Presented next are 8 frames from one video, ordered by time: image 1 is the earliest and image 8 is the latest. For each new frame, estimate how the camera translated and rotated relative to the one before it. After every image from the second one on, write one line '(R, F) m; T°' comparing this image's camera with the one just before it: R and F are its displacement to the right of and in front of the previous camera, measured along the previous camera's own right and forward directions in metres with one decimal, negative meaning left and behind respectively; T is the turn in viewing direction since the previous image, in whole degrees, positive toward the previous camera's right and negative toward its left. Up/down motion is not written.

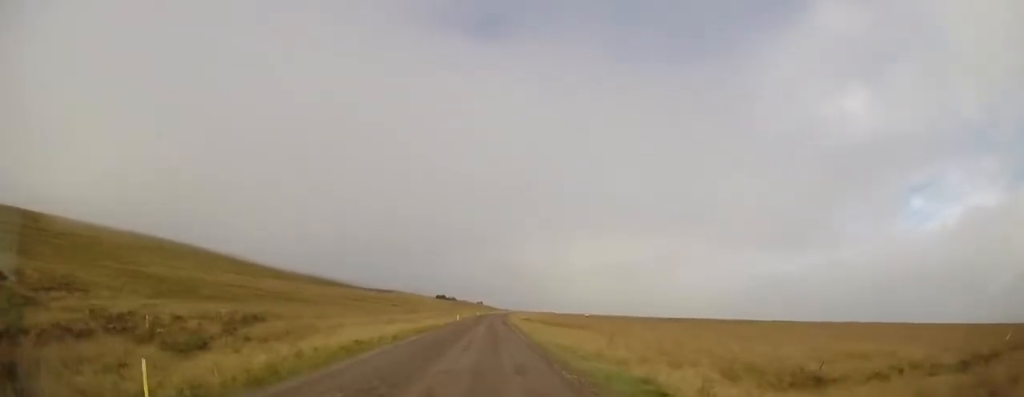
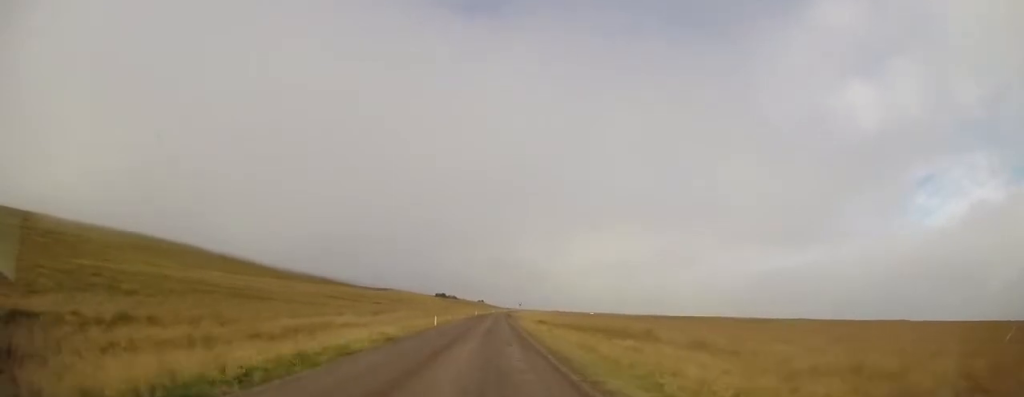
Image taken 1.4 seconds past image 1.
(+0.1, +21.3) m; 0°
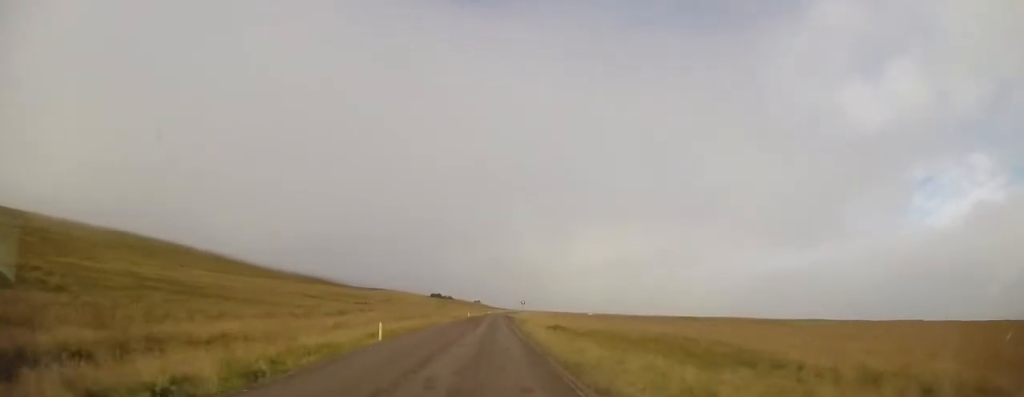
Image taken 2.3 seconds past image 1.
(+0.1, +14.2) m; 0°
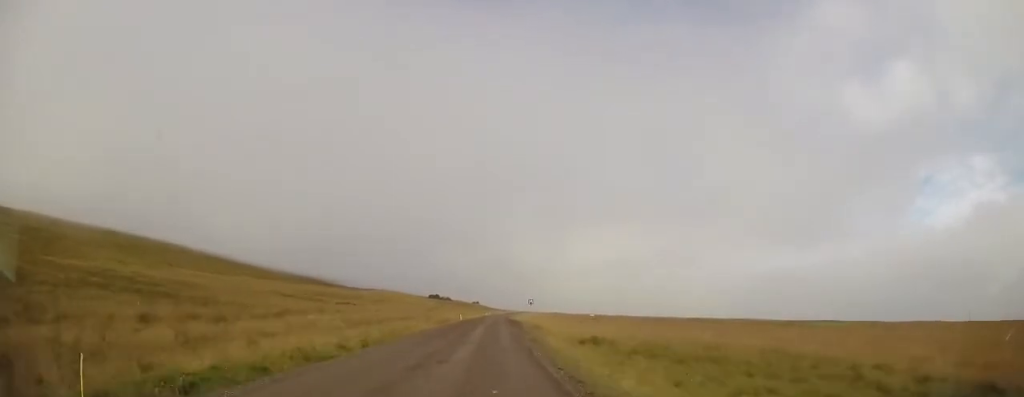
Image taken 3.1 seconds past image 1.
(-0.1, +13.2) m; 0°
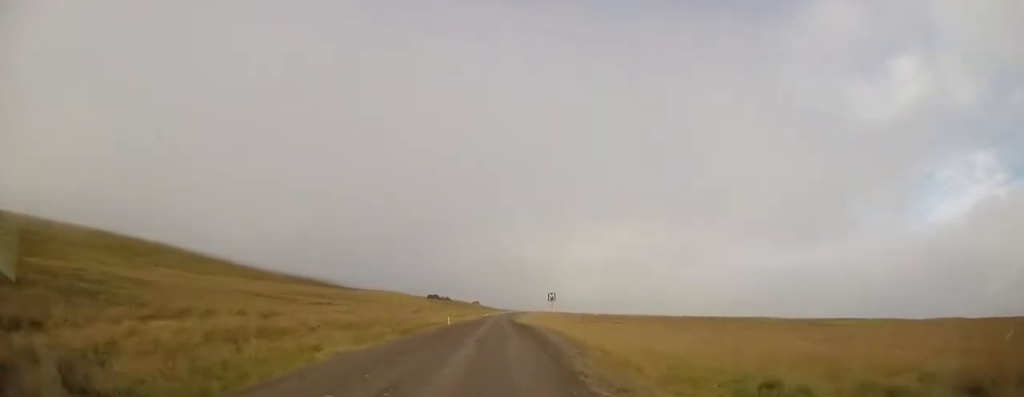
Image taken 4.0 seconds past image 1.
(+0.2, +14.7) m; +1°
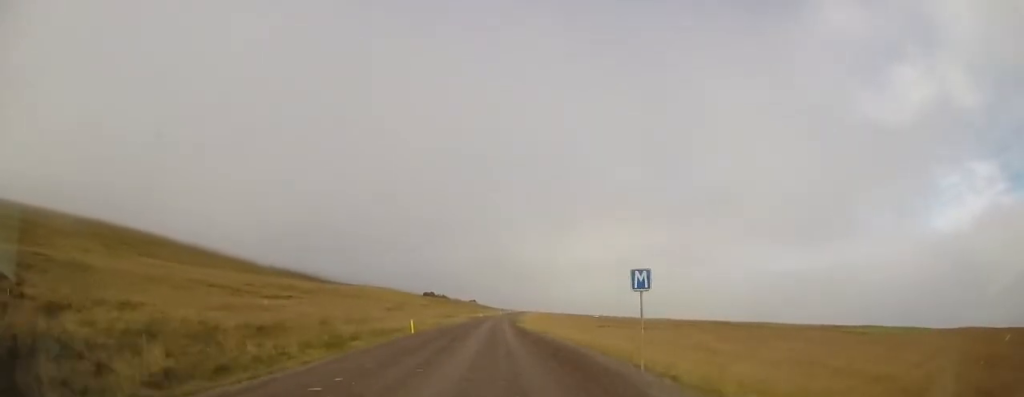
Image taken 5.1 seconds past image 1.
(0.0, +16.4) m; +1°
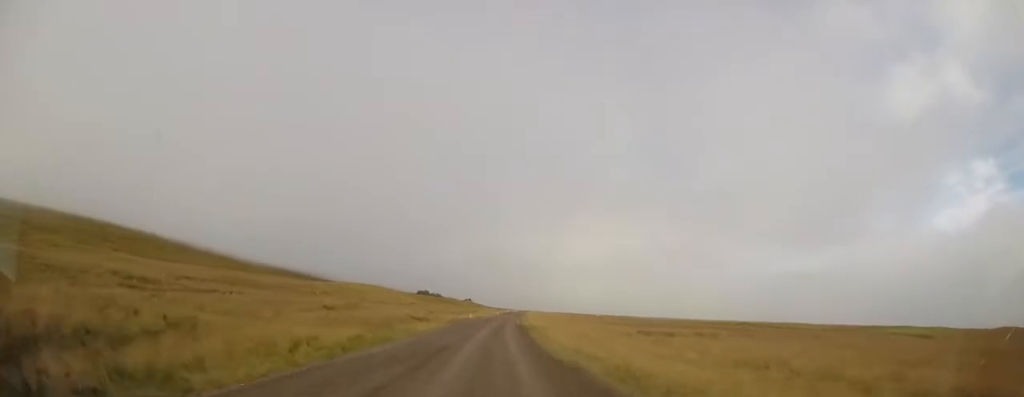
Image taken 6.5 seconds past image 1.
(+0.2, +22.9) m; 0°
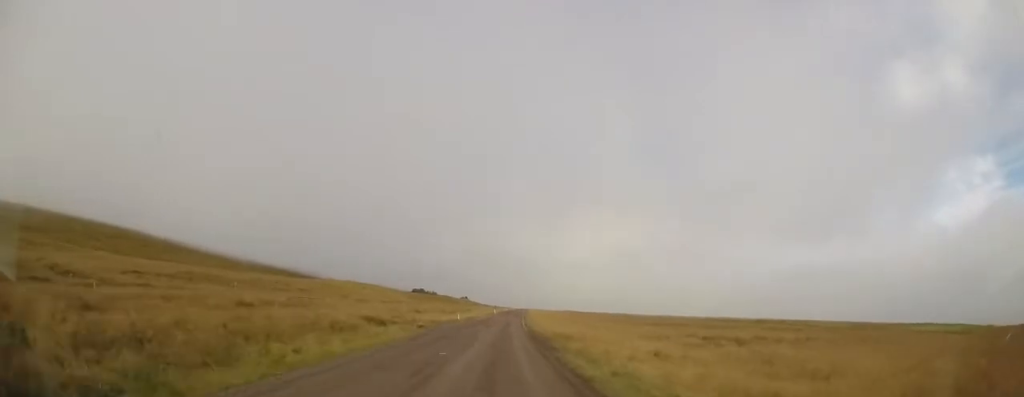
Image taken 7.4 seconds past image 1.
(0.0, +14.4) m; 0°
